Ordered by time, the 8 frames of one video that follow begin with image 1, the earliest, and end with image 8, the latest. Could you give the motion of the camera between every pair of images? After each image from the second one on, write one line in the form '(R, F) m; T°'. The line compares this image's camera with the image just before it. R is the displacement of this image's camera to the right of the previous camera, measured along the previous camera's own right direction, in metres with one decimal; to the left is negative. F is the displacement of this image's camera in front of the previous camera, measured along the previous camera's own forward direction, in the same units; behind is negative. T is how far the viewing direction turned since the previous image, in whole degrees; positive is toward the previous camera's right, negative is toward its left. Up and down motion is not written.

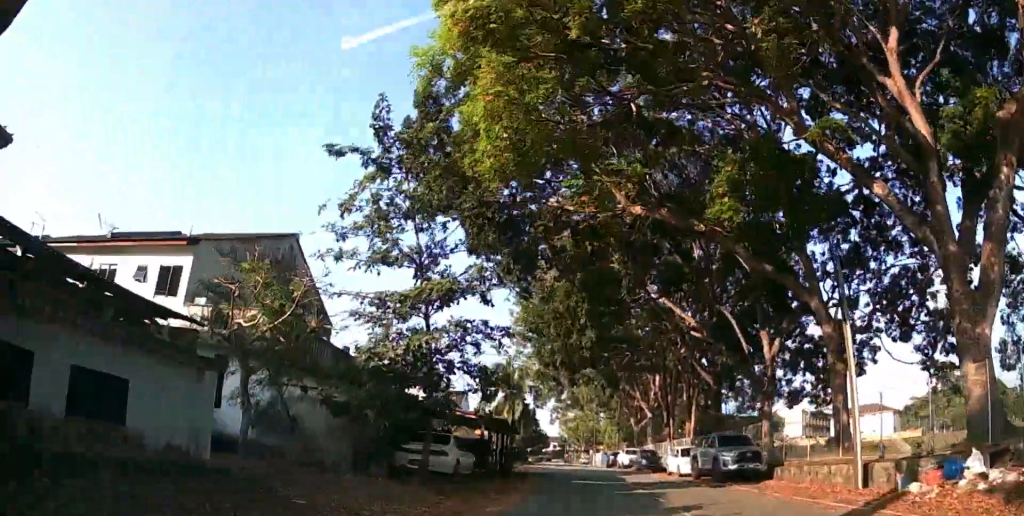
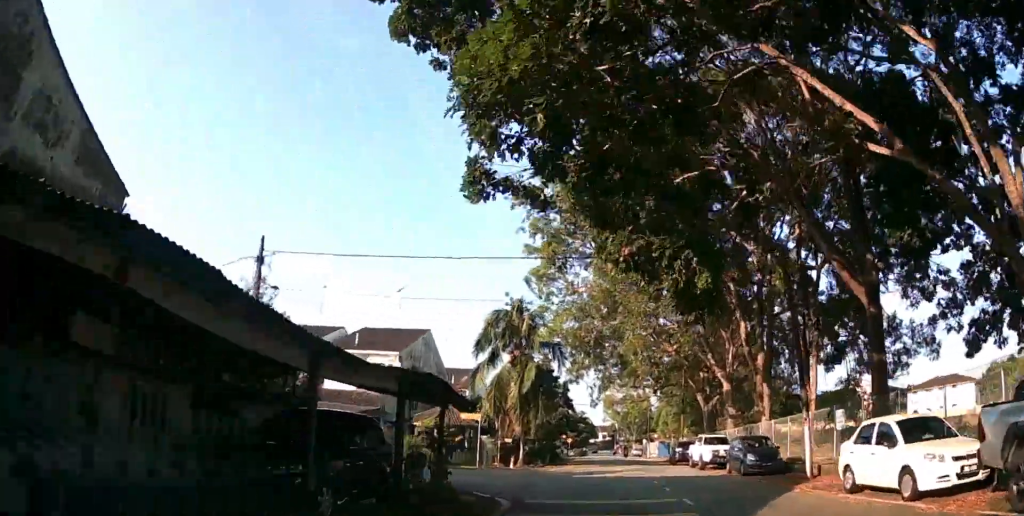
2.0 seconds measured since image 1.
(-0.4, +17.2) m; -3°
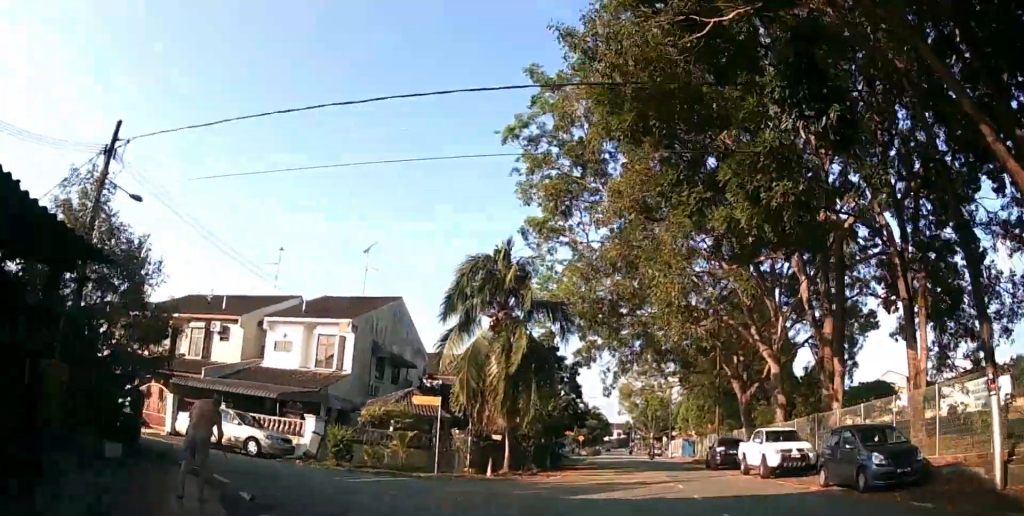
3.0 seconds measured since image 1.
(-0.2, +8.7) m; -2°
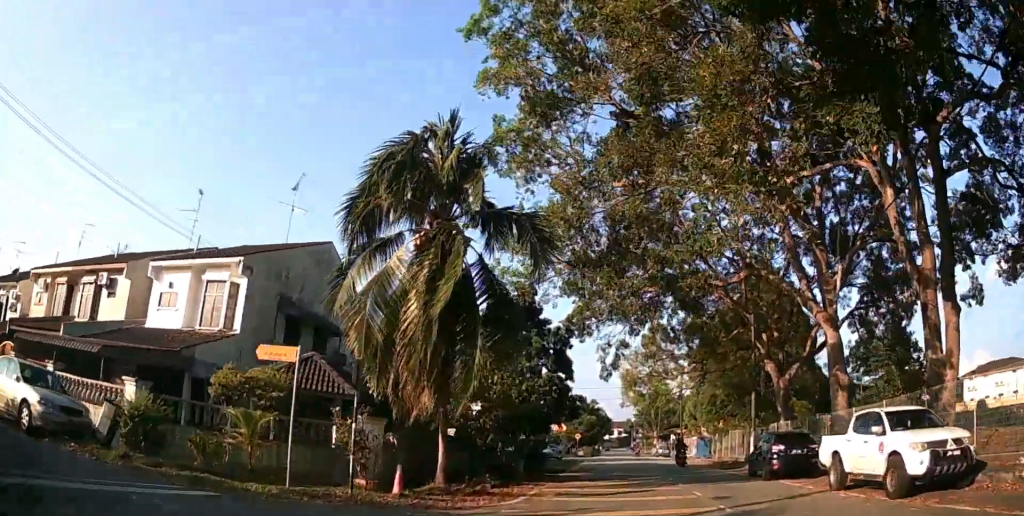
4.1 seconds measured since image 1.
(0.0, +9.3) m; -1°
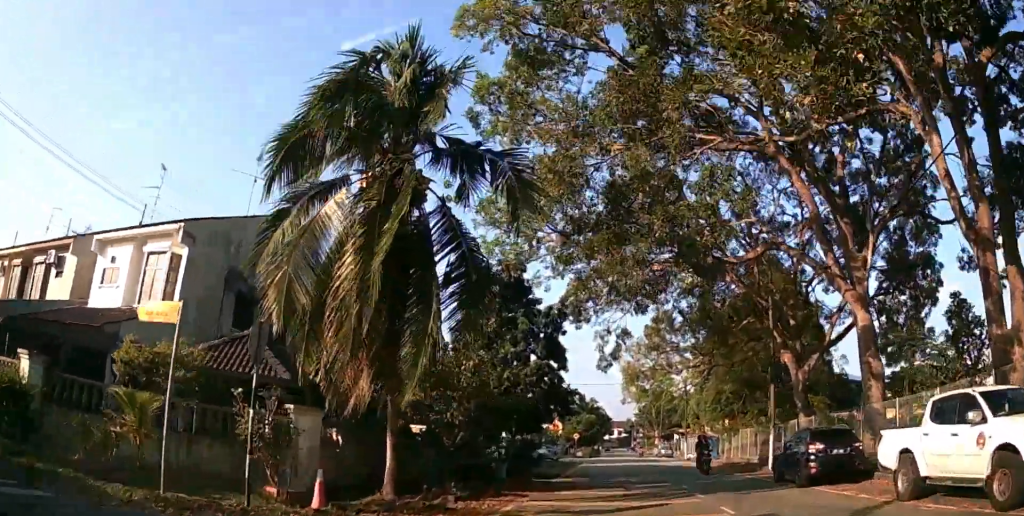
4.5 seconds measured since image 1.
(0.0, +3.4) m; -1°
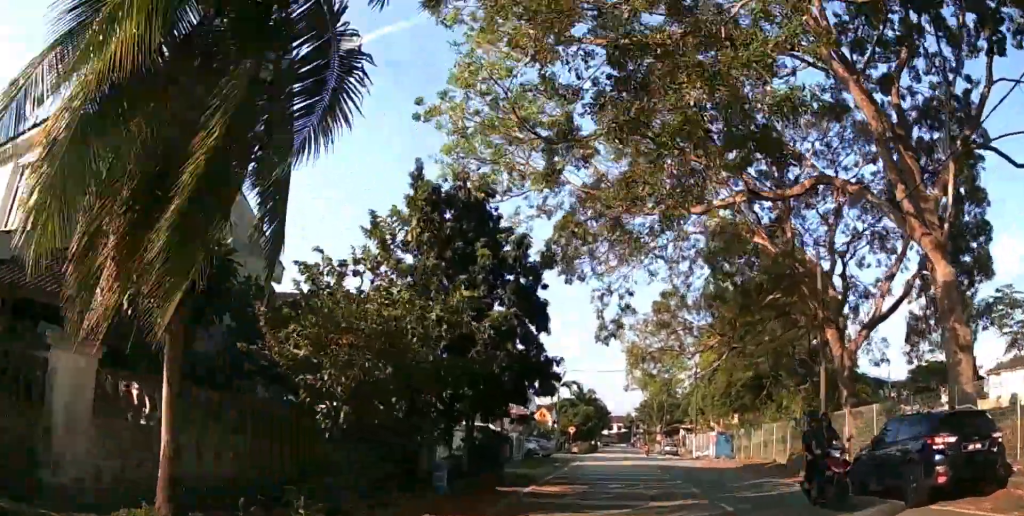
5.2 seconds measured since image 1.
(0.0, +5.9) m; -1°
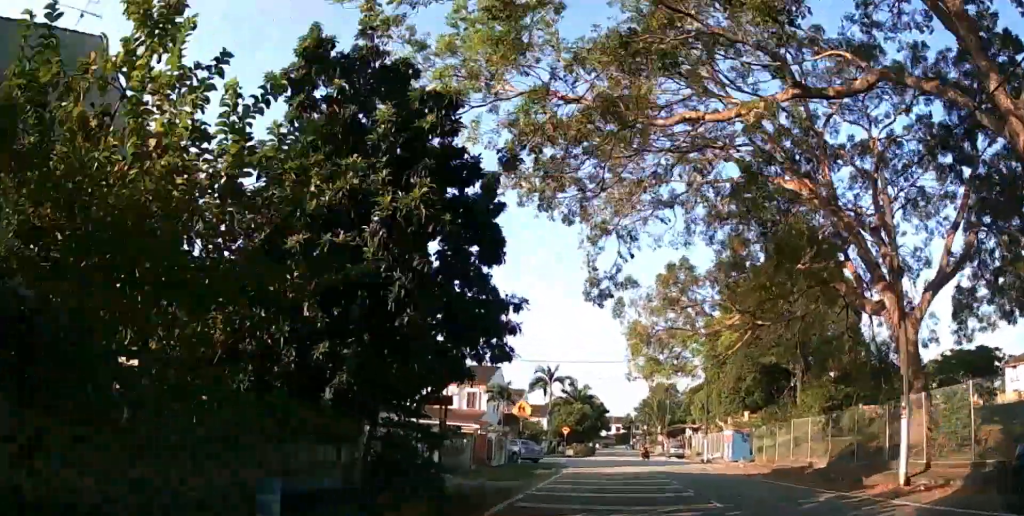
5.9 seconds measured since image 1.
(-0.1, +5.8) m; +1°
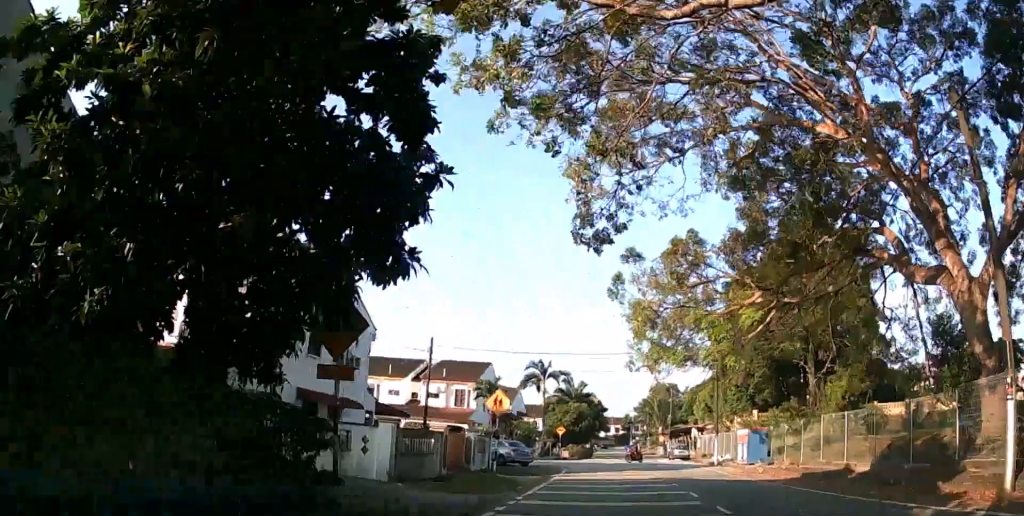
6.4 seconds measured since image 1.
(0.0, +4.3) m; +1°
